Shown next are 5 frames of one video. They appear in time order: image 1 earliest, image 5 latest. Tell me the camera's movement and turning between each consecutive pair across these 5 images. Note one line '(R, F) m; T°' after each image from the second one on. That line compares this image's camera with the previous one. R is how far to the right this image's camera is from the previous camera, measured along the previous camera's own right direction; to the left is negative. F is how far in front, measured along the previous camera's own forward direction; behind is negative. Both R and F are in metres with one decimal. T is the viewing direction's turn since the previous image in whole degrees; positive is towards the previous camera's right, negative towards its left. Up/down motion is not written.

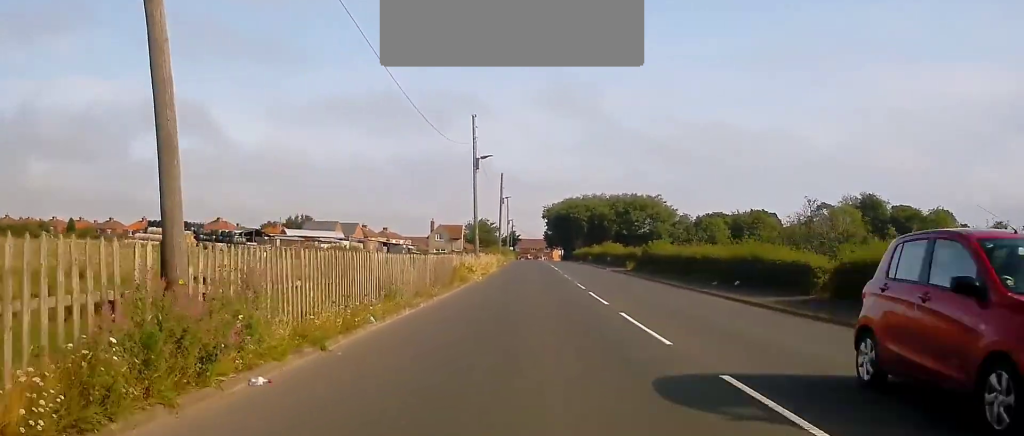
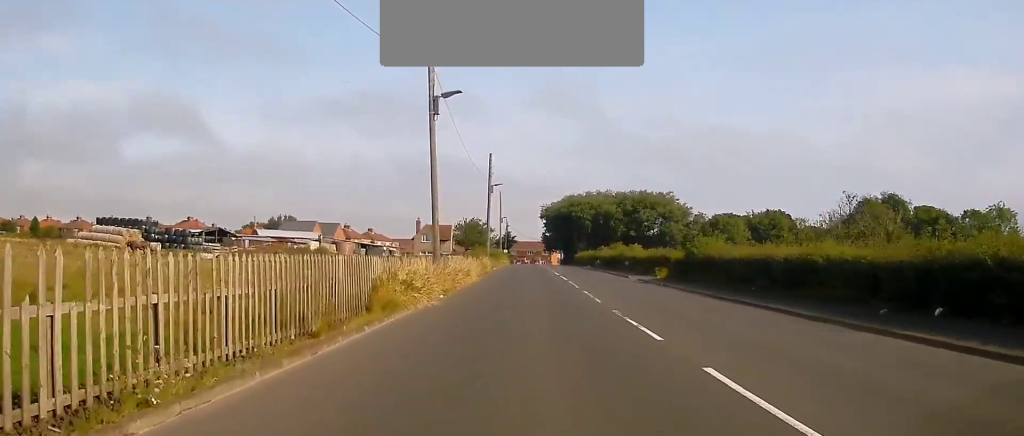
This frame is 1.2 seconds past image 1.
(0.0, +17.7) m; 0°
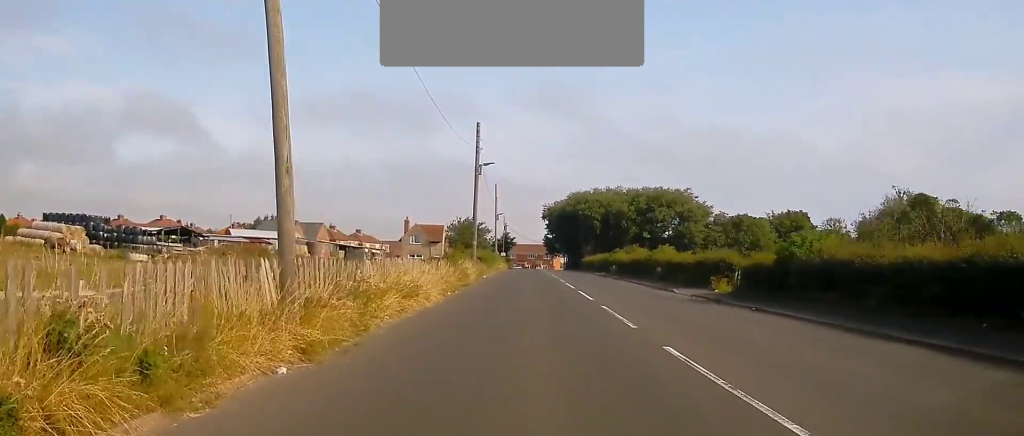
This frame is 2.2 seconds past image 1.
(0.0, +16.0) m; -1°
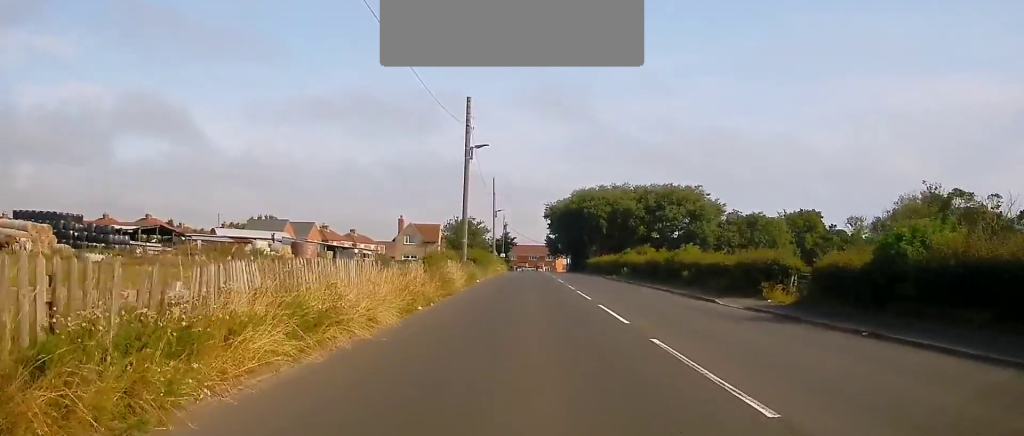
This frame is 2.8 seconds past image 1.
(+0.1, +8.1) m; -1°
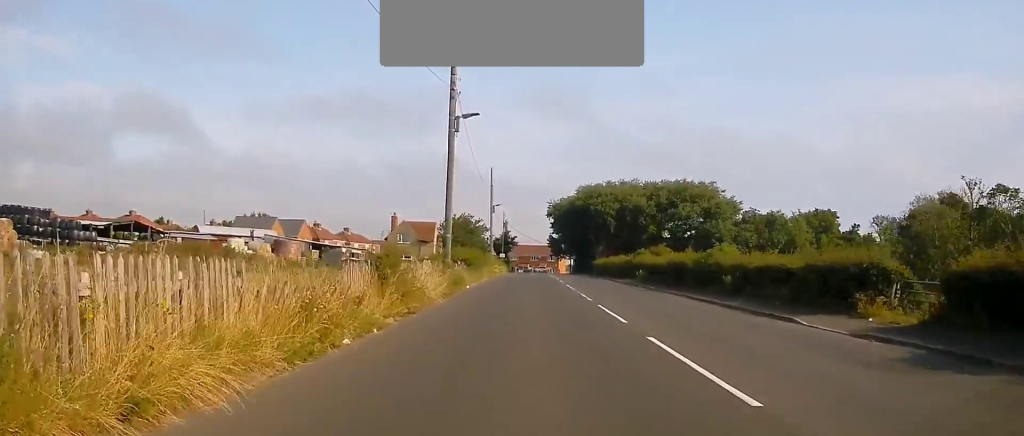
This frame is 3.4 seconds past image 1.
(-0.2, +8.5) m; 0°
